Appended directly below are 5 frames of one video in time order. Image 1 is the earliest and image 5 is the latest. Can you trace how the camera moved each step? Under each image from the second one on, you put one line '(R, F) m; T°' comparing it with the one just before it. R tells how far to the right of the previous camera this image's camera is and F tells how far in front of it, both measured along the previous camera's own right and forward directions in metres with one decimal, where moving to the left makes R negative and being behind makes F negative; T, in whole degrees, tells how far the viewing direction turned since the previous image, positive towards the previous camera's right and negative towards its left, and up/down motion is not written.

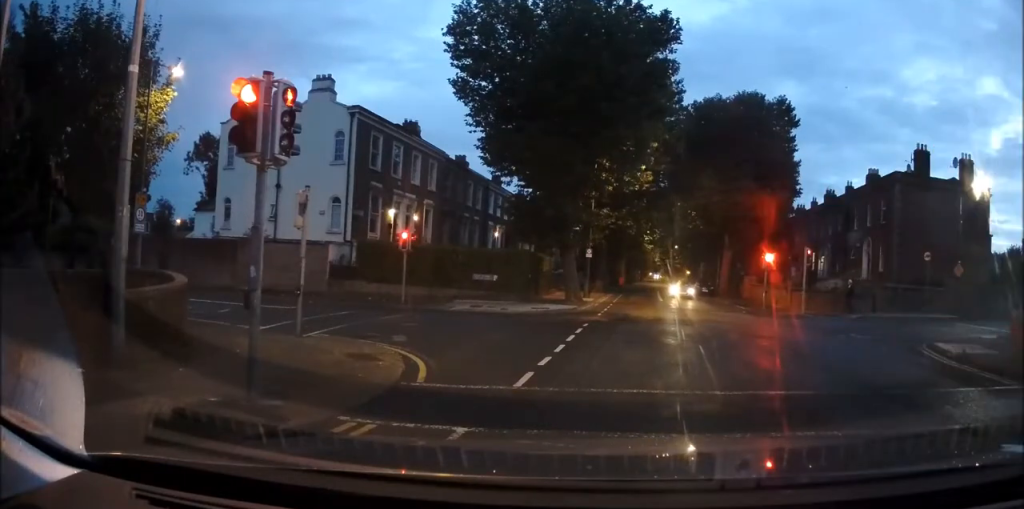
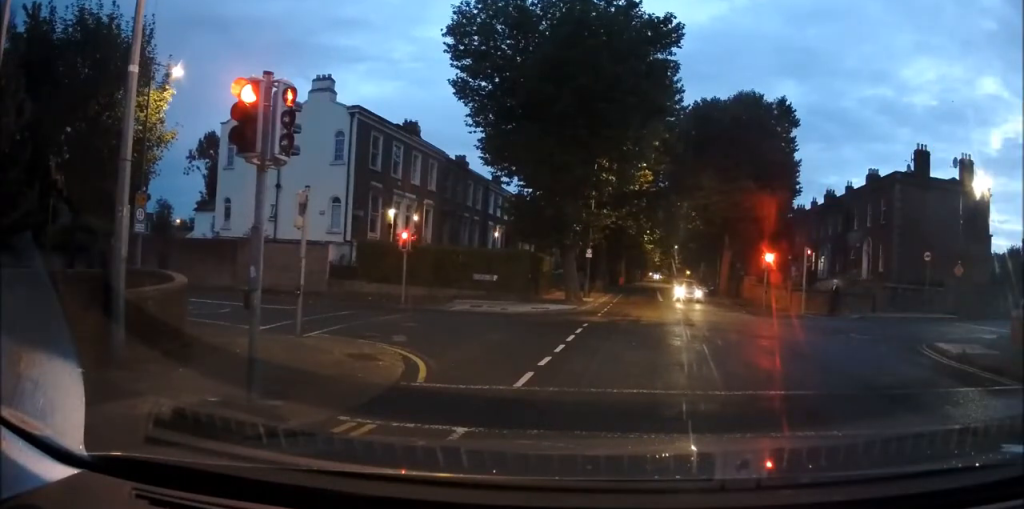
(0.0, 0.0) m; 0°
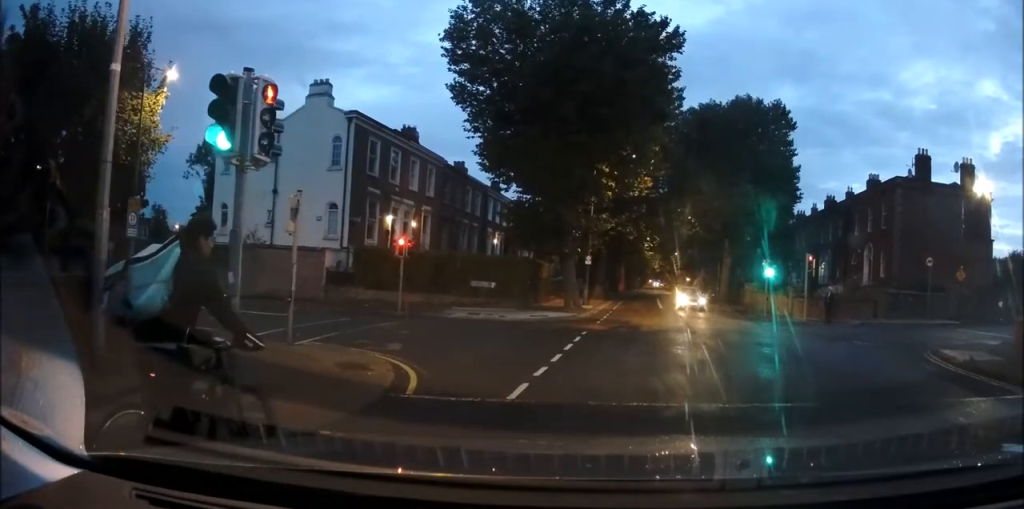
(-0.2, +1.3) m; -2°
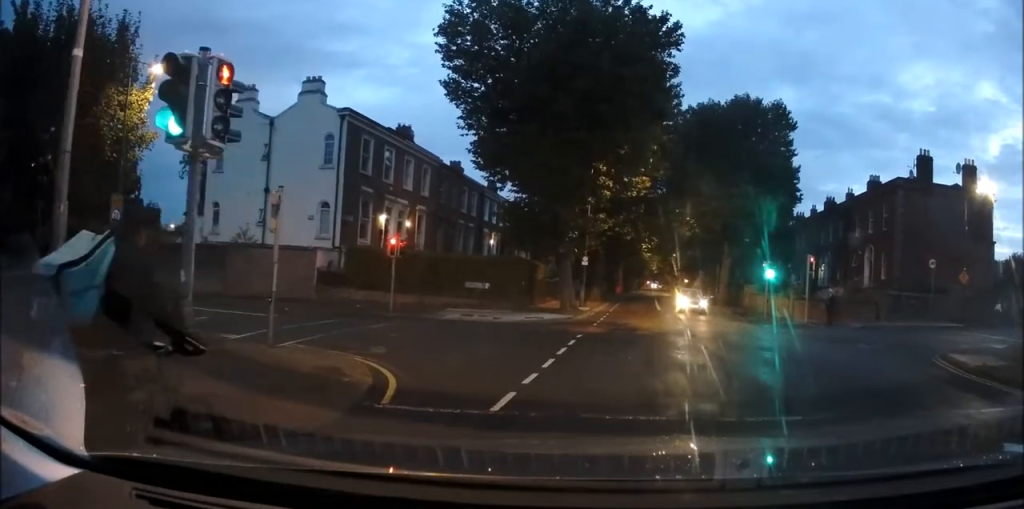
(-0.1, +0.9) m; -2°
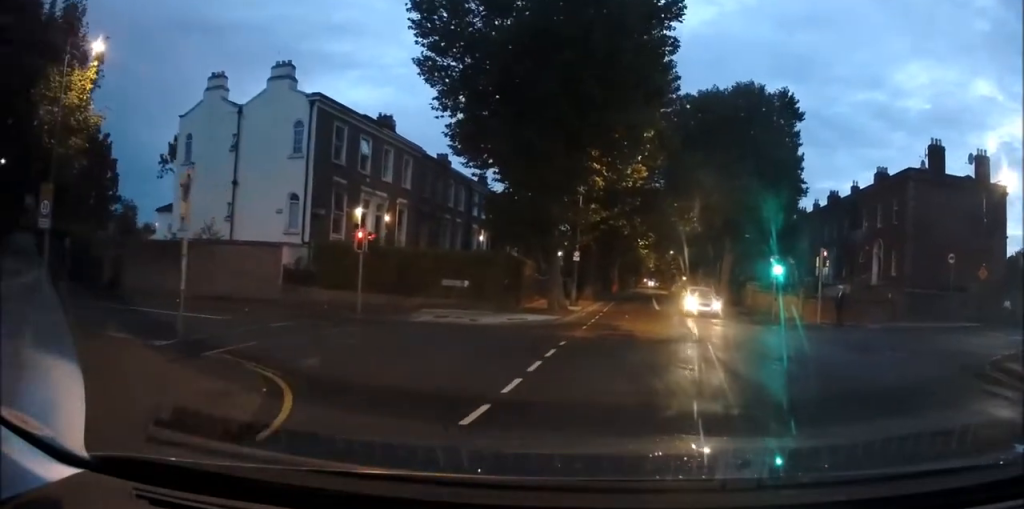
(+0.1, +3.4) m; -4°
